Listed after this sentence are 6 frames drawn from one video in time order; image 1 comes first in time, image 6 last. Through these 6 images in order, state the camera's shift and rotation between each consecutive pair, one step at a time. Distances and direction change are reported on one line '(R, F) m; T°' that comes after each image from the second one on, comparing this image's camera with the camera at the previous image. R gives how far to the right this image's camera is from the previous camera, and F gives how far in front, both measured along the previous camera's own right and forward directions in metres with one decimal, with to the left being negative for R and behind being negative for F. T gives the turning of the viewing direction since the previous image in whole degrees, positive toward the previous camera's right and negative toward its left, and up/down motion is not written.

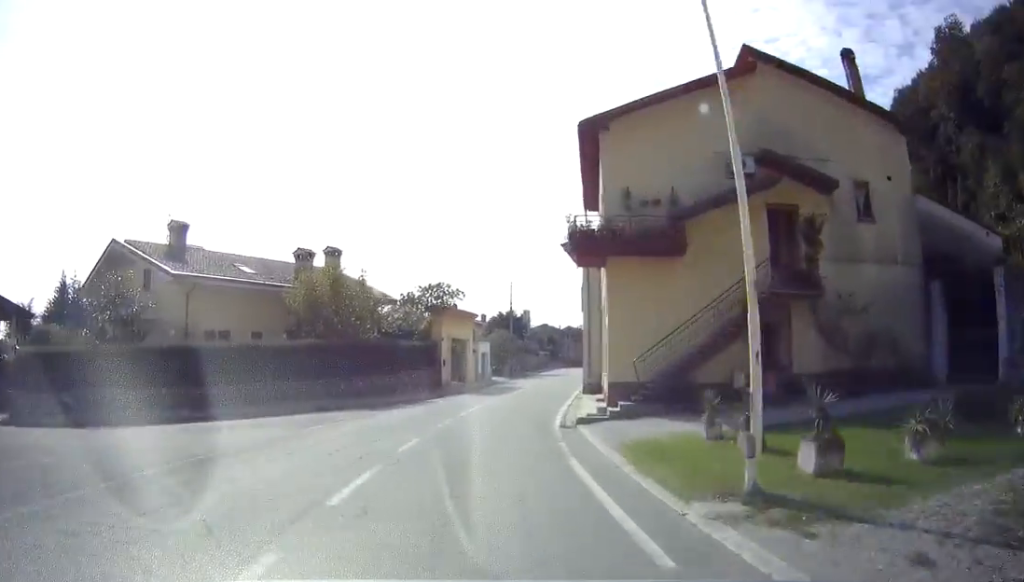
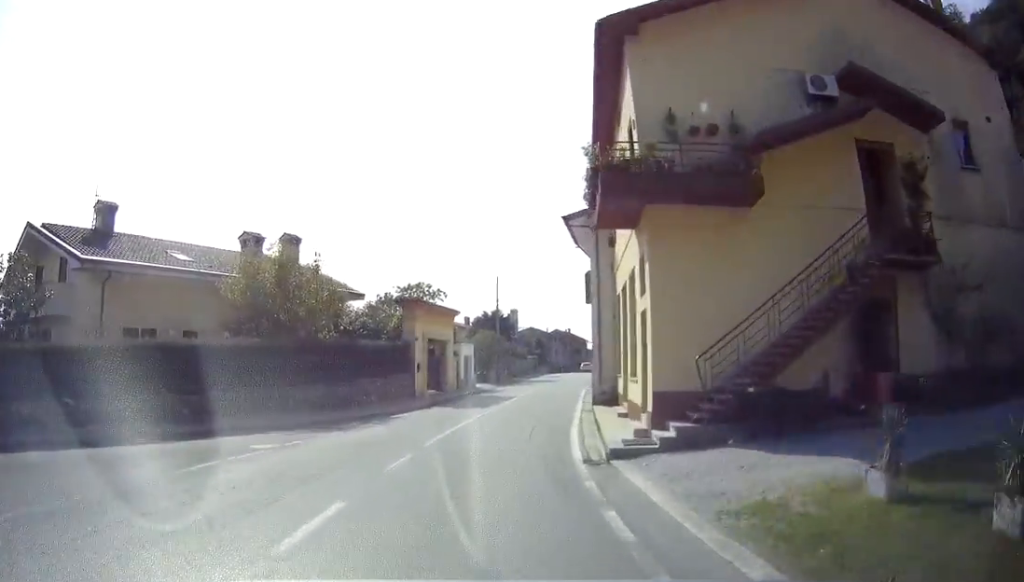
(+0.2, +5.8) m; +2°
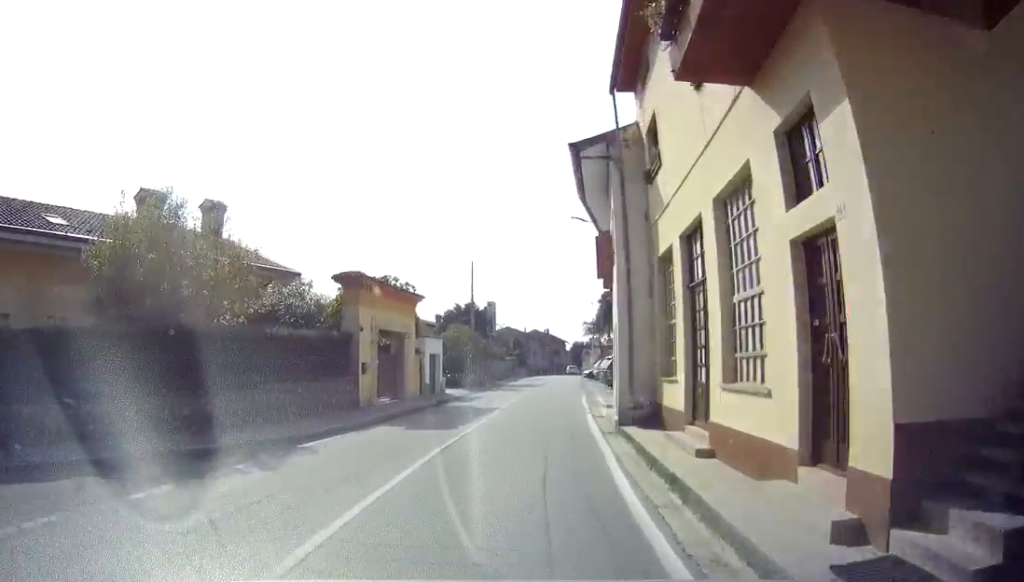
(+0.1, +7.5) m; +3°
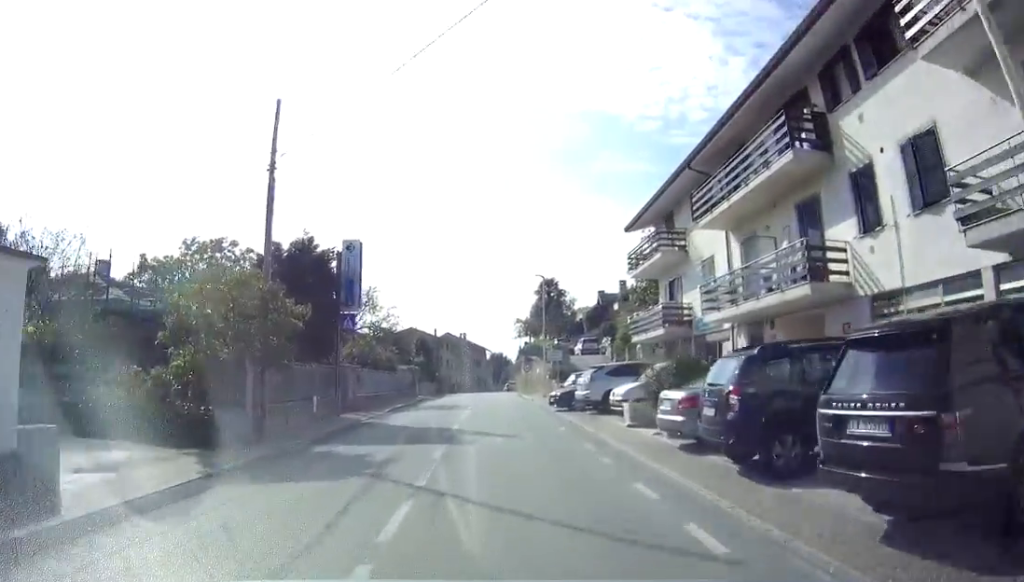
(+2.1, +25.5) m; +7°
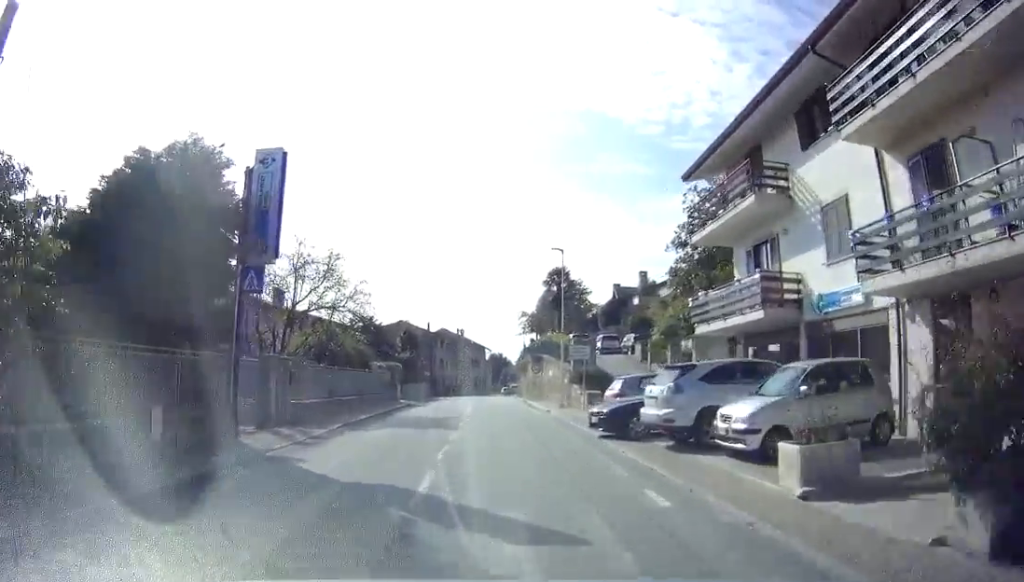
(0.0, +8.9) m; -1°
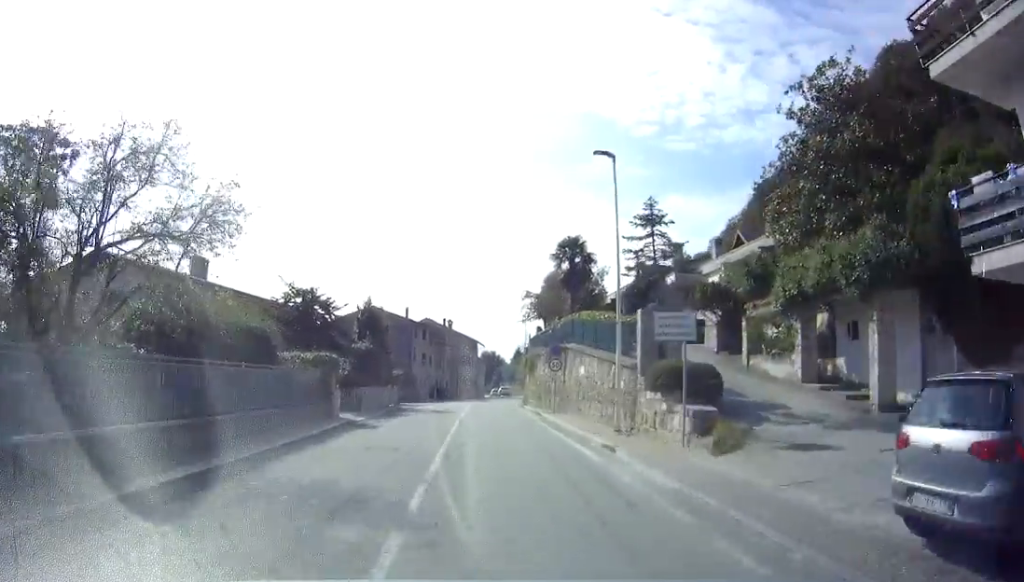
(-0.3, +13.3) m; 0°
